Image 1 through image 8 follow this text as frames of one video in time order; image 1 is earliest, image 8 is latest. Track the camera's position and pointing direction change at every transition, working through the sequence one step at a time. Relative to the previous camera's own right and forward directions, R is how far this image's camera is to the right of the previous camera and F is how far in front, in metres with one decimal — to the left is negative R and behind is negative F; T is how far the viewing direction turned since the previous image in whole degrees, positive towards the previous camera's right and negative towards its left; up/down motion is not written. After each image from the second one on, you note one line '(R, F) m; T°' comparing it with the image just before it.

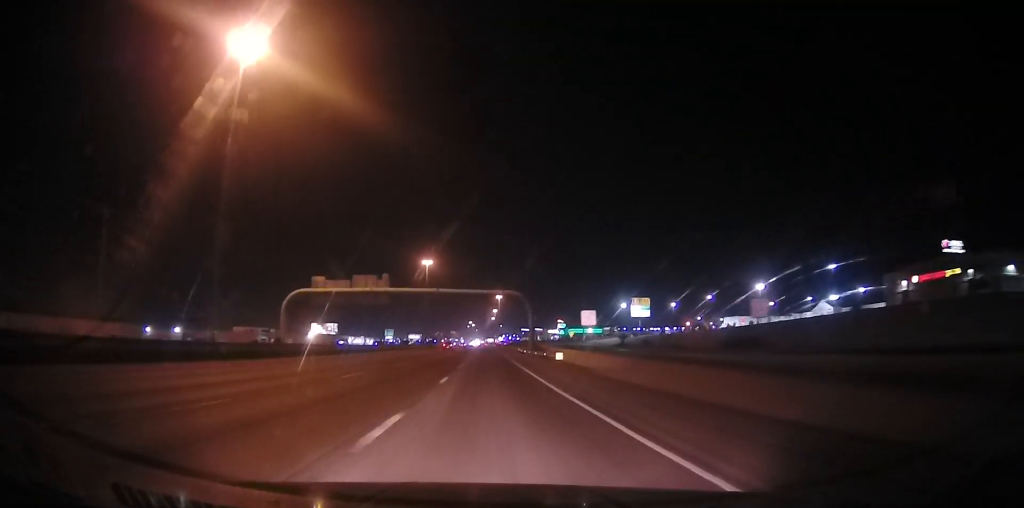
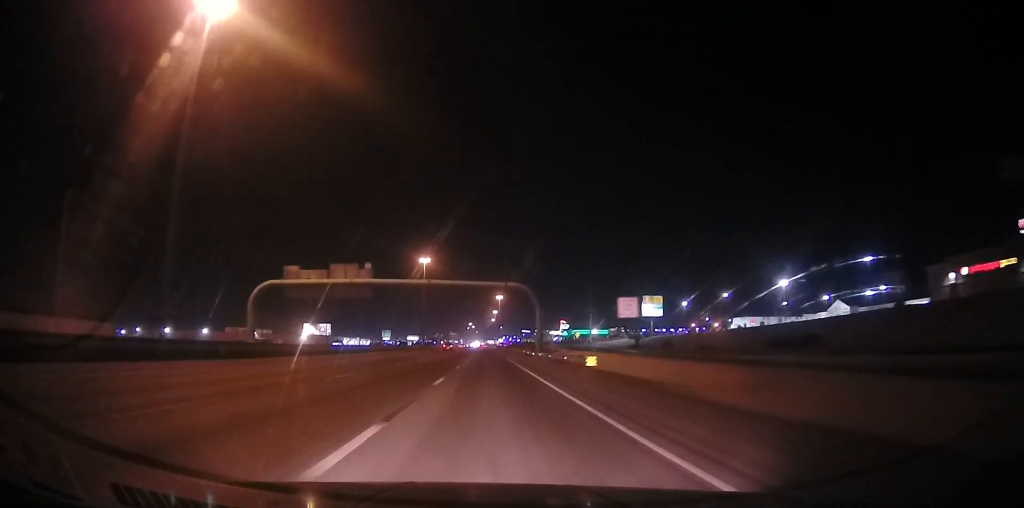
(+0.3, +13.9) m; +1°
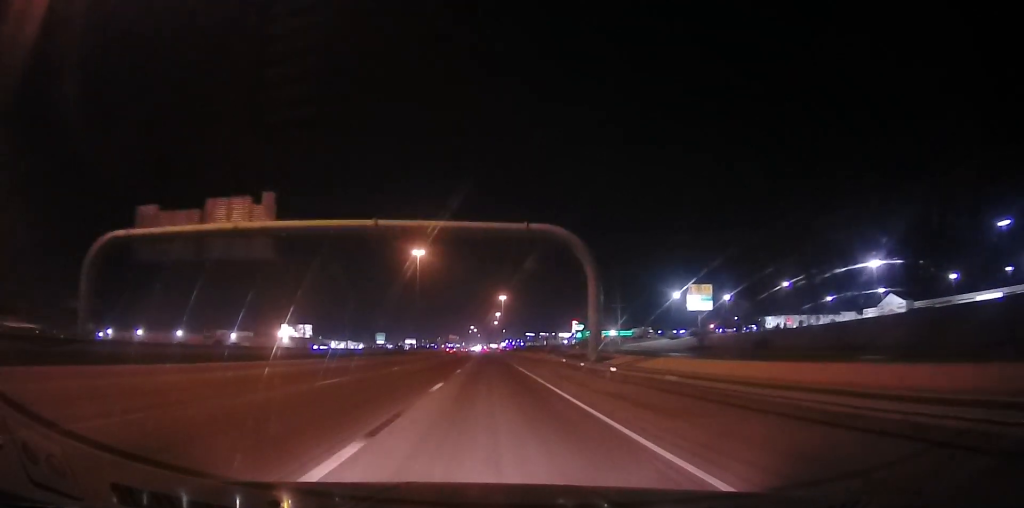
(+0.3, +38.7) m; +2°
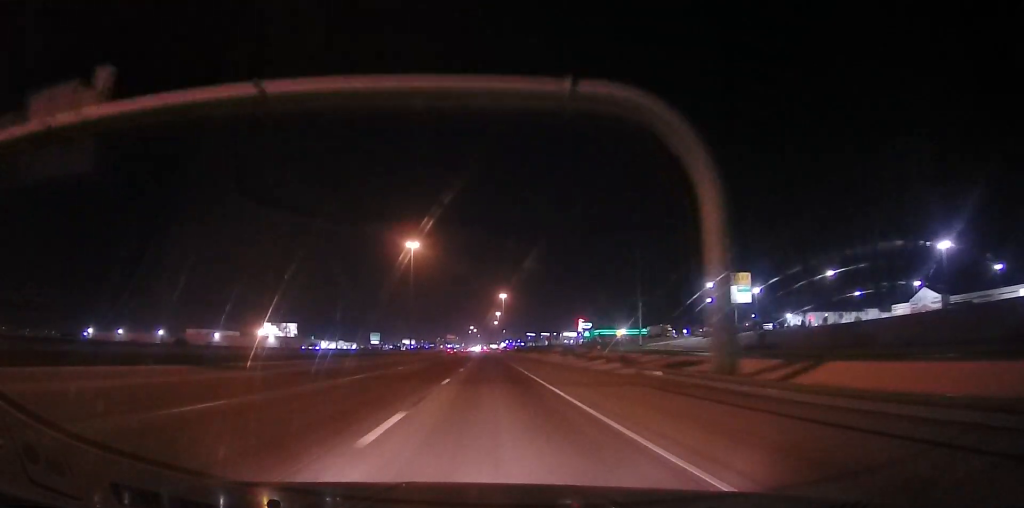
(+0.5, +21.8) m; +1°
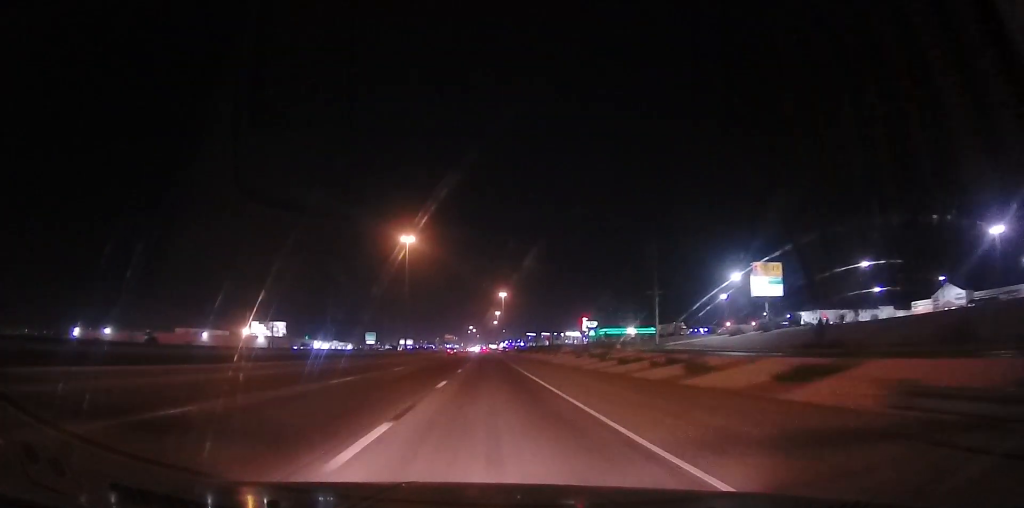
(+0.1, +13.8) m; -1°
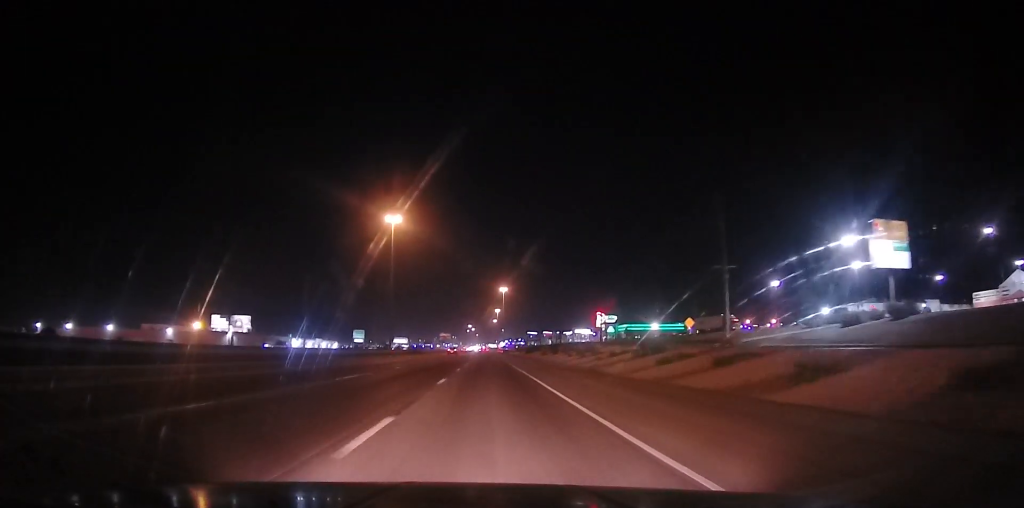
(-1.0, +36.2) m; 0°
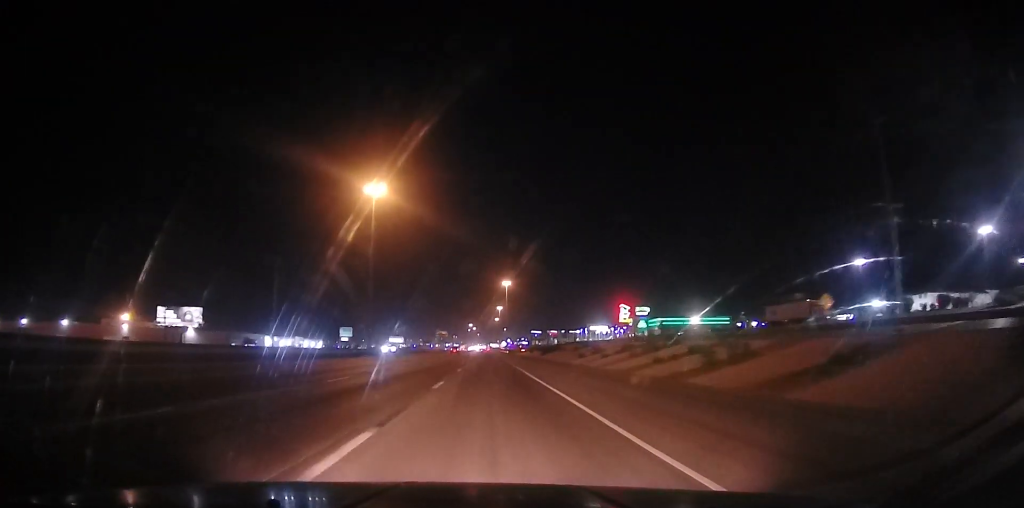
(+1.6, +37.9) m; +3°
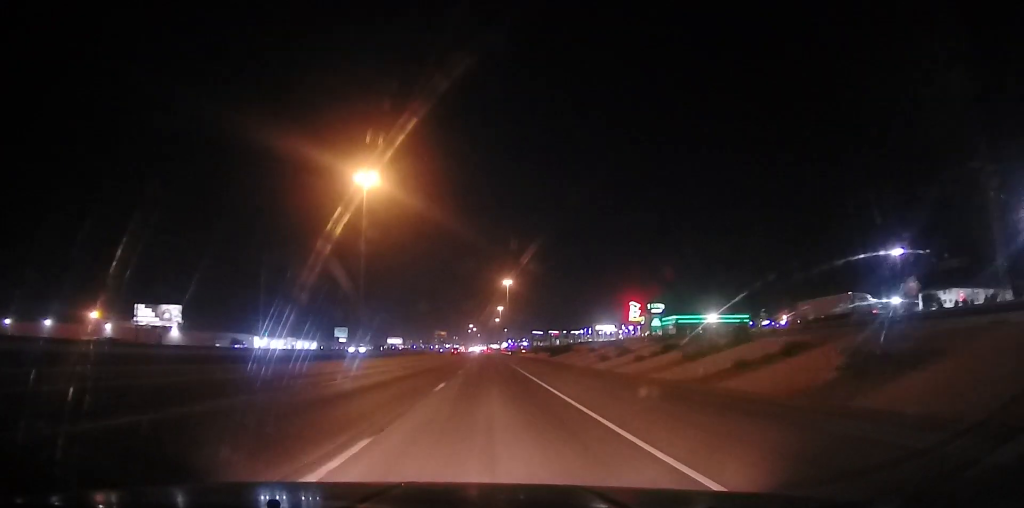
(+0.2, +12.7) m; 0°
